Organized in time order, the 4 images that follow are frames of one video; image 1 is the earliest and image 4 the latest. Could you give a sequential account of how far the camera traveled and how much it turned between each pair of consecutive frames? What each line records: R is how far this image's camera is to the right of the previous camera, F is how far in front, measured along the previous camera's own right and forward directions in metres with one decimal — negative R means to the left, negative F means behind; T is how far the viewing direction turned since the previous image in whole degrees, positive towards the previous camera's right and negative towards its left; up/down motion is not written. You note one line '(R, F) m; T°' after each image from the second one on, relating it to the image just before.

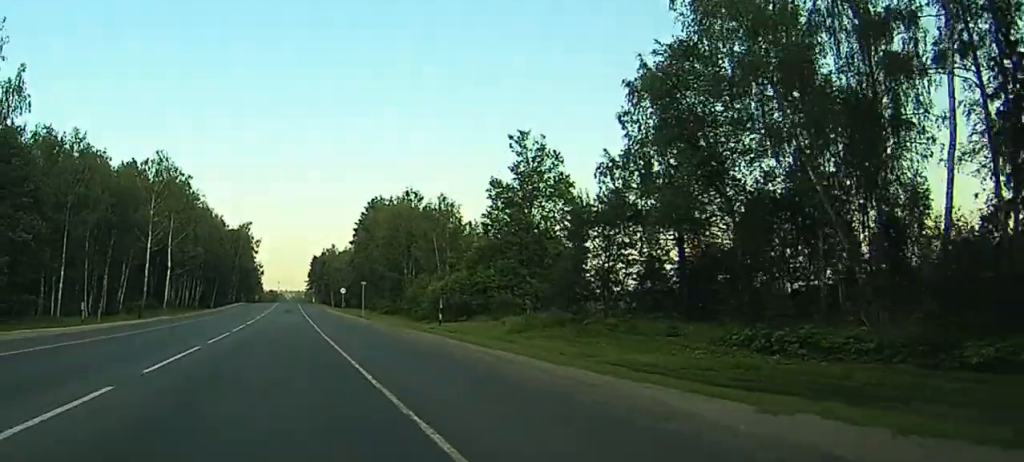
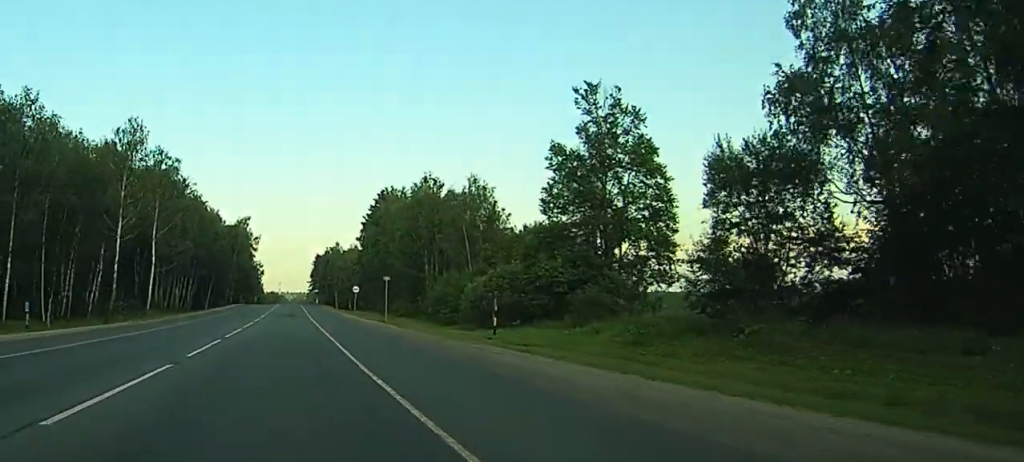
(-0.8, +19.6) m; +3°
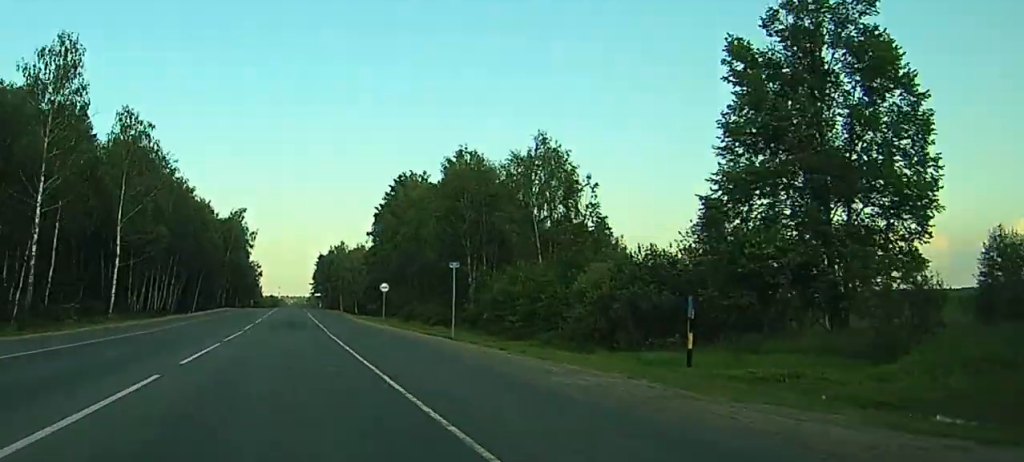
(+2.2, +25.4) m; 0°
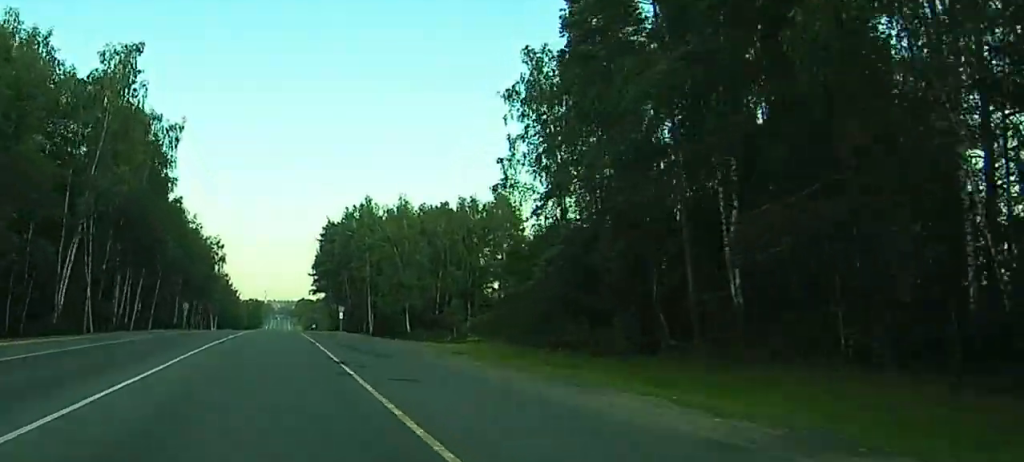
(+3.2, +129.6) m; 0°
